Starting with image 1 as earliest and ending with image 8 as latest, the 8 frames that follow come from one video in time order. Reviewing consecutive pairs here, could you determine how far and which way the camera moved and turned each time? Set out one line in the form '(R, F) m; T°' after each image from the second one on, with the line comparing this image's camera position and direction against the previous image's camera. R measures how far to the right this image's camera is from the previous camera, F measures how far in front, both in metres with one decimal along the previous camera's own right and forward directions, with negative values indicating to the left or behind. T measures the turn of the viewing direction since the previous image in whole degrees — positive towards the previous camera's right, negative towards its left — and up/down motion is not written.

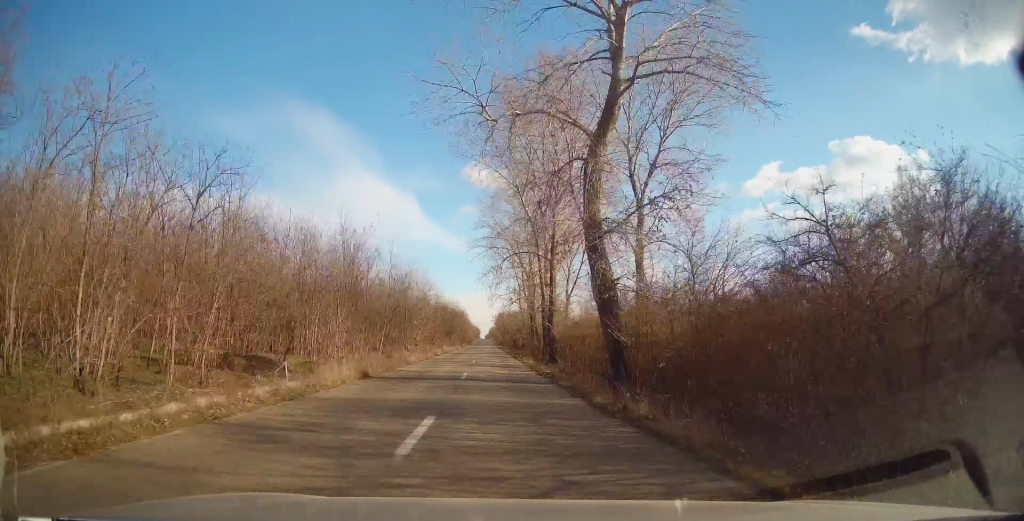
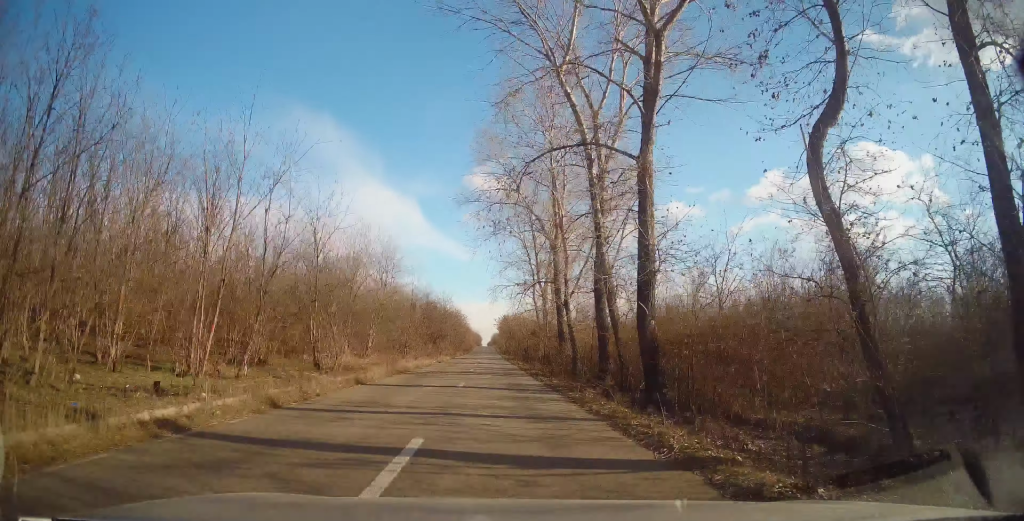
(+0.2, +25.7) m; +1°
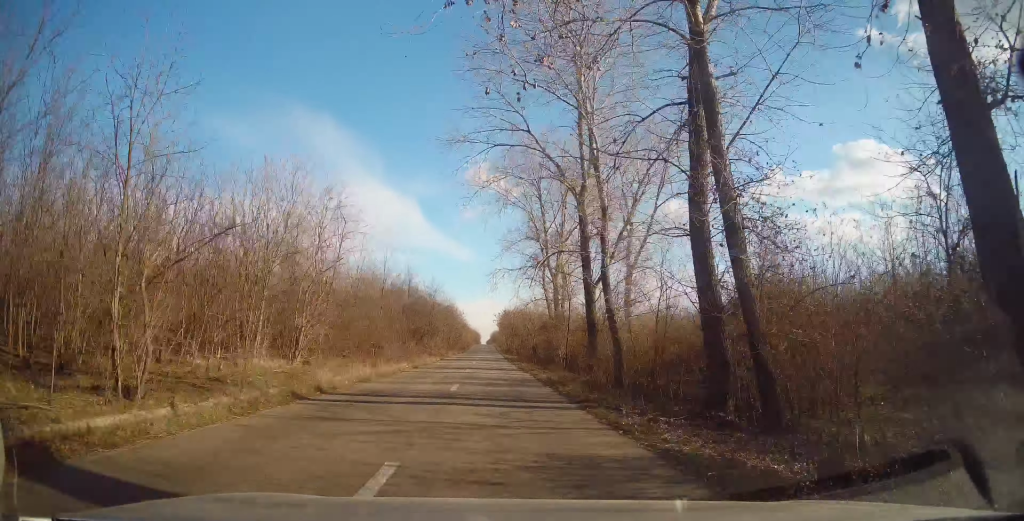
(+0.1, +13.4) m; 0°
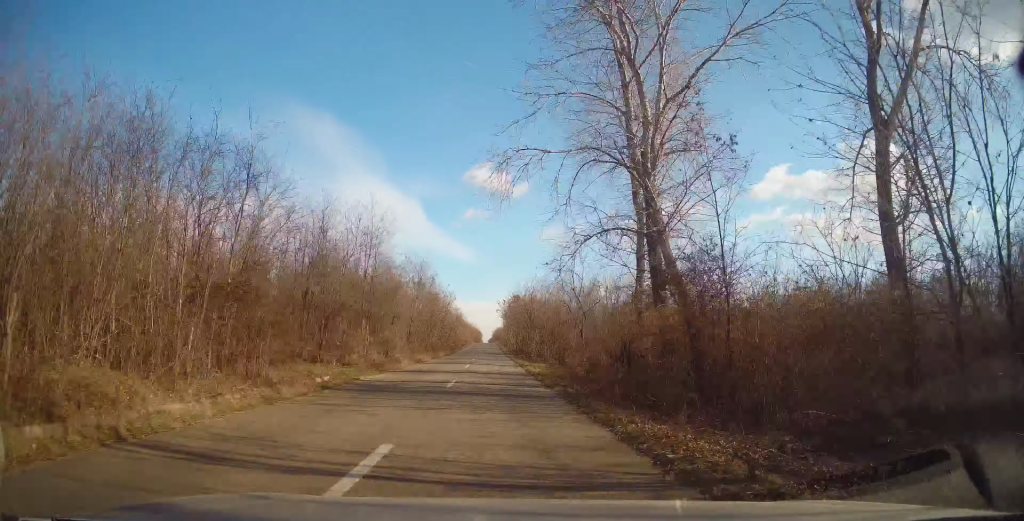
(0.0, +34.8) m; -1°
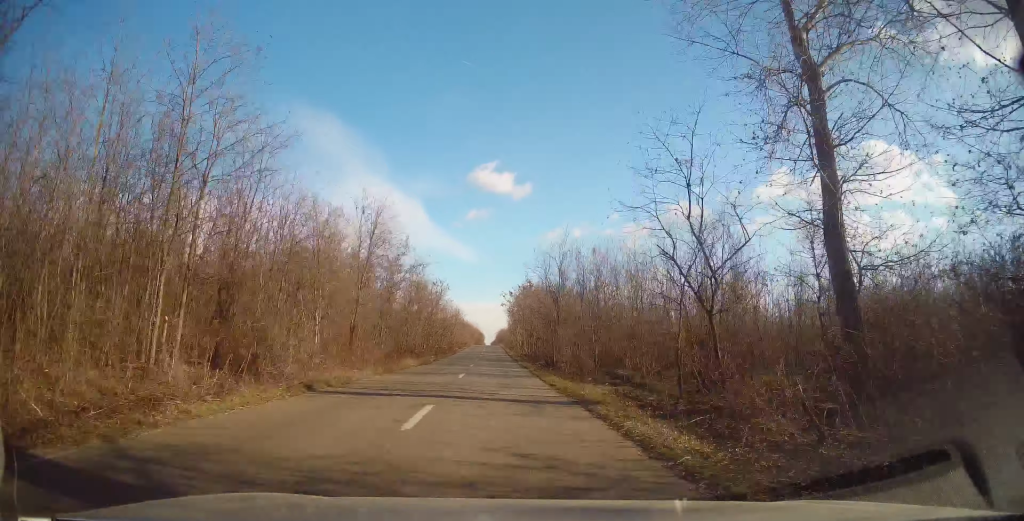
(-0.2, +20.0) m; 0°
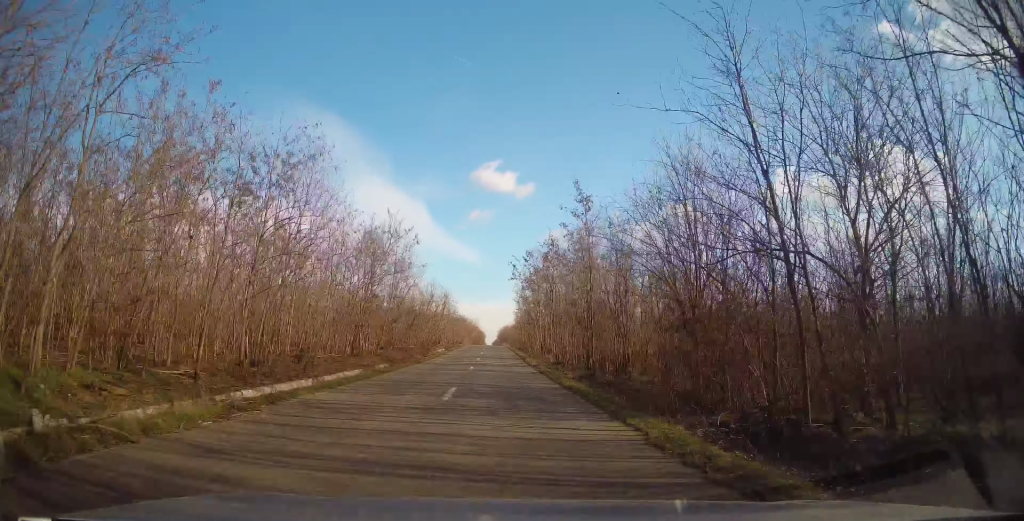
(0.0, +32.0) m; +1°
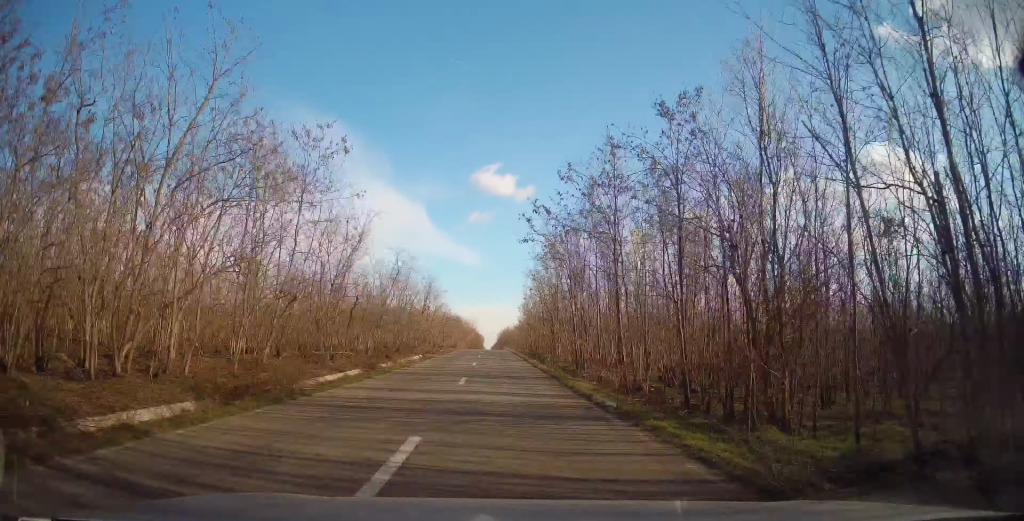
(+0.1, +19.1) m; 0°
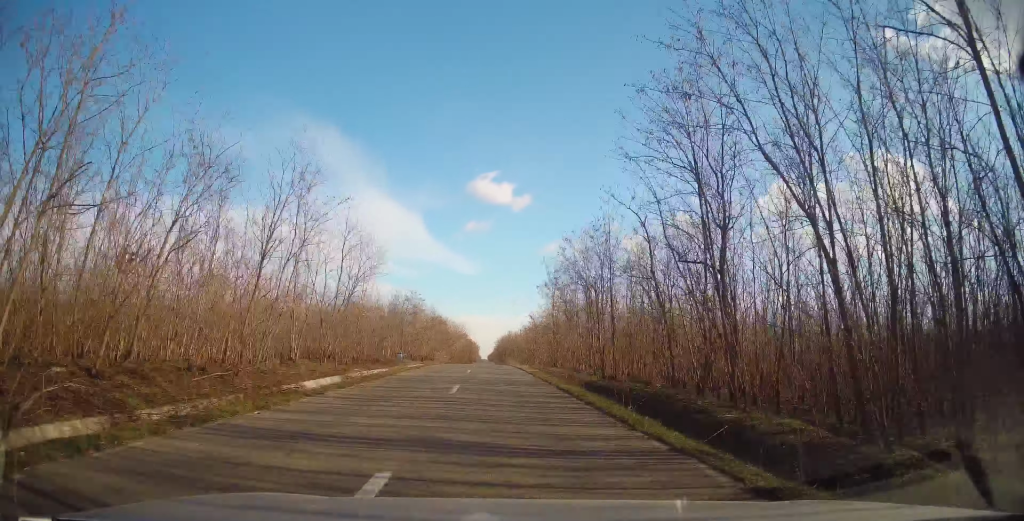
(+0.1, +37.8) m; 0°
